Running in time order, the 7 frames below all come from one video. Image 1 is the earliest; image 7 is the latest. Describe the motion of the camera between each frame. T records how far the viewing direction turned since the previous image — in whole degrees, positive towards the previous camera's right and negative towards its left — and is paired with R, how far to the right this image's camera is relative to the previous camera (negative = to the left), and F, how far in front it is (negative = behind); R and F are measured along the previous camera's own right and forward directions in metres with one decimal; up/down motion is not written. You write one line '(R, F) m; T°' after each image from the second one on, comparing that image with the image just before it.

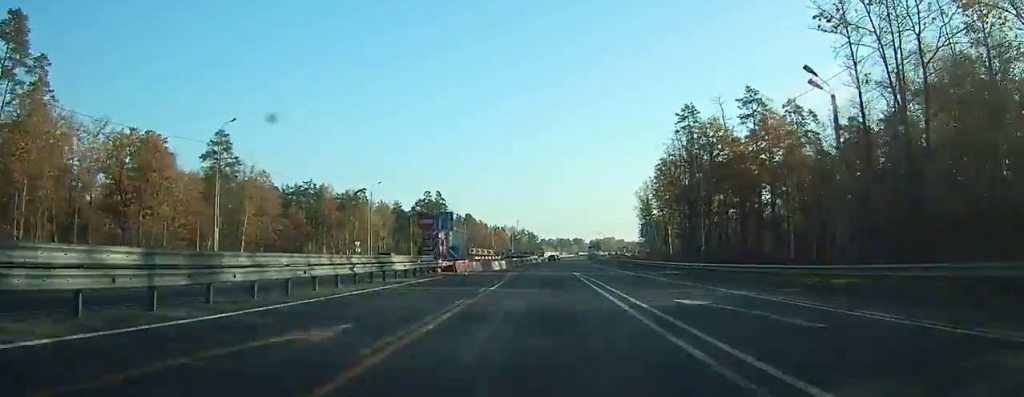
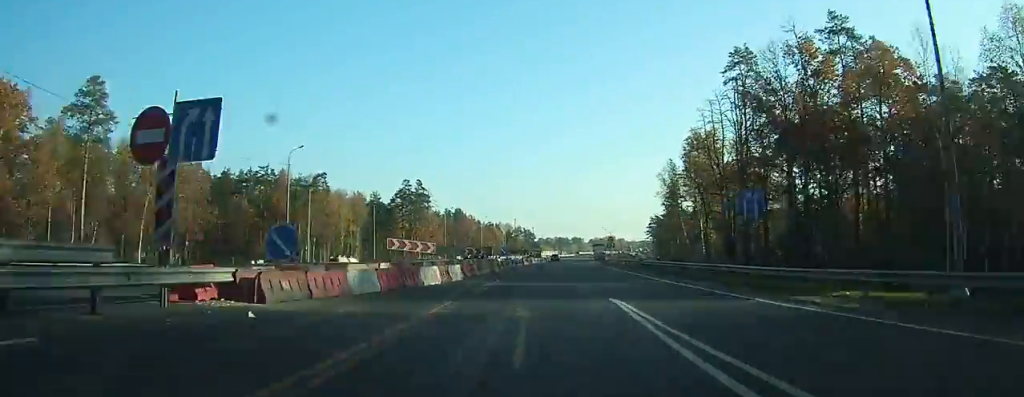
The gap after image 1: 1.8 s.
(0.0, +27.2) m; 0°
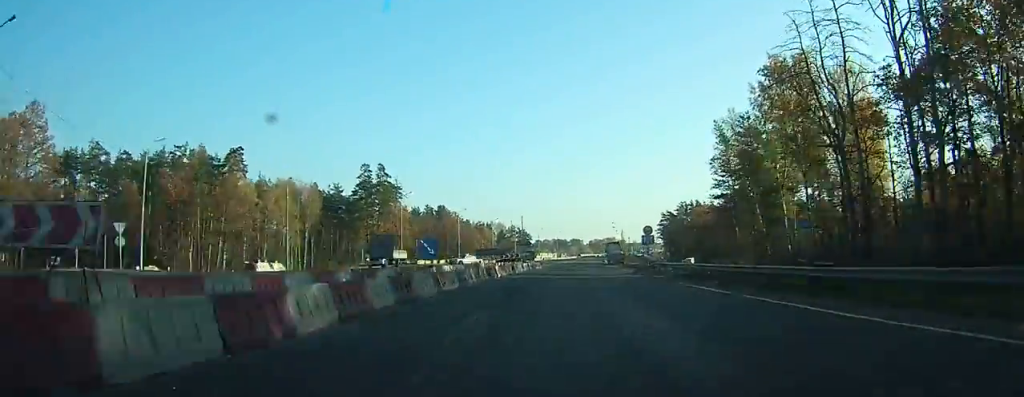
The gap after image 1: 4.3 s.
(+0.1, +35.8) m; +1°
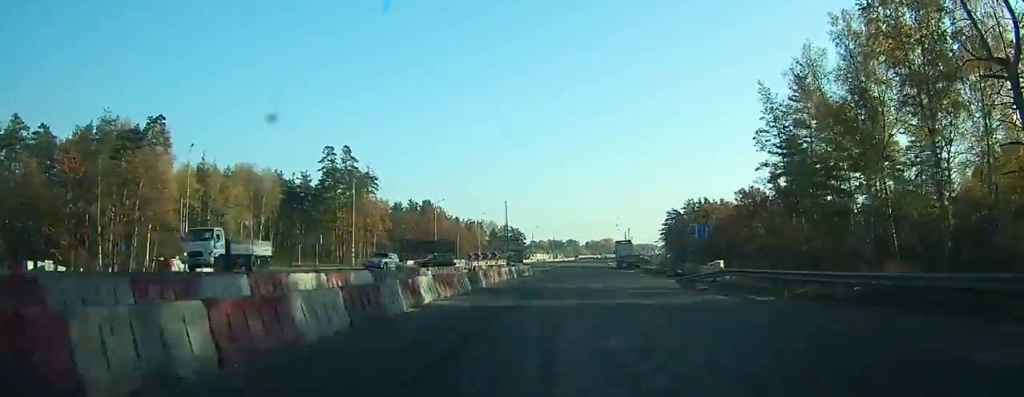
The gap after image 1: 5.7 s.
(+0.1, +20.6) m; +1°
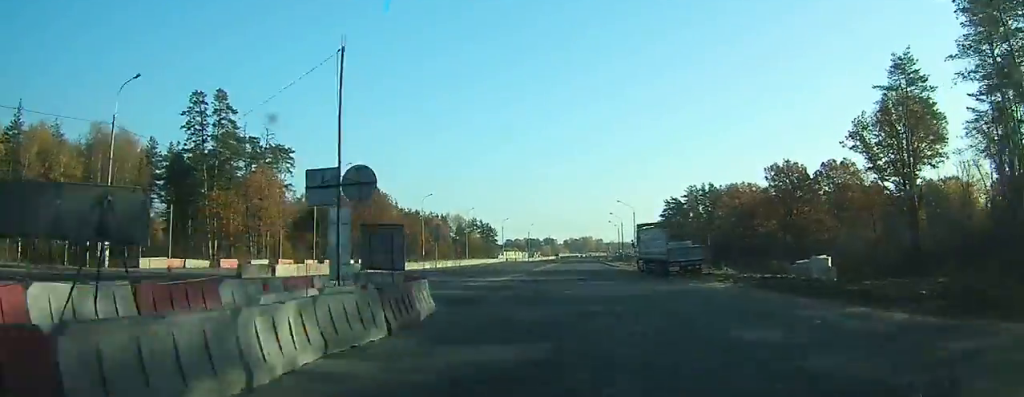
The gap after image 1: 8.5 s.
(+0.7, +38.9) m; +2°
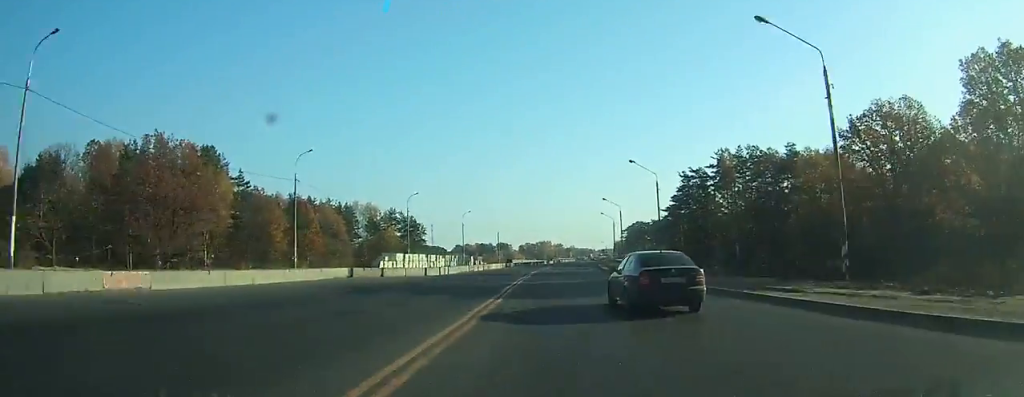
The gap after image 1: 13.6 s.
(+3.1, +72.8) m; +5°
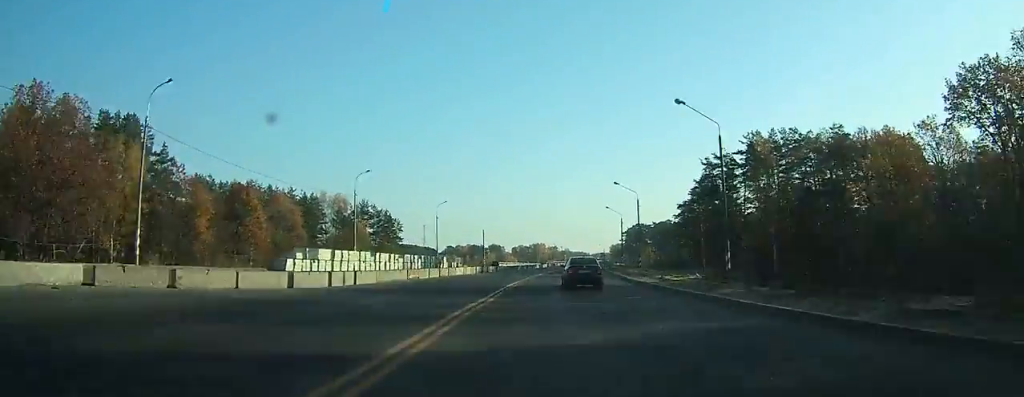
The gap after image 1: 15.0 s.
(+0.3, +21.5) m; +1°
